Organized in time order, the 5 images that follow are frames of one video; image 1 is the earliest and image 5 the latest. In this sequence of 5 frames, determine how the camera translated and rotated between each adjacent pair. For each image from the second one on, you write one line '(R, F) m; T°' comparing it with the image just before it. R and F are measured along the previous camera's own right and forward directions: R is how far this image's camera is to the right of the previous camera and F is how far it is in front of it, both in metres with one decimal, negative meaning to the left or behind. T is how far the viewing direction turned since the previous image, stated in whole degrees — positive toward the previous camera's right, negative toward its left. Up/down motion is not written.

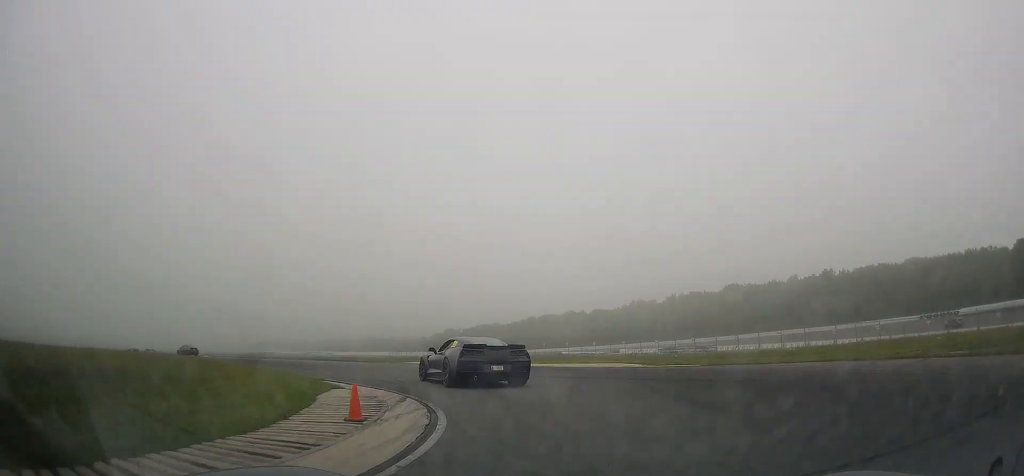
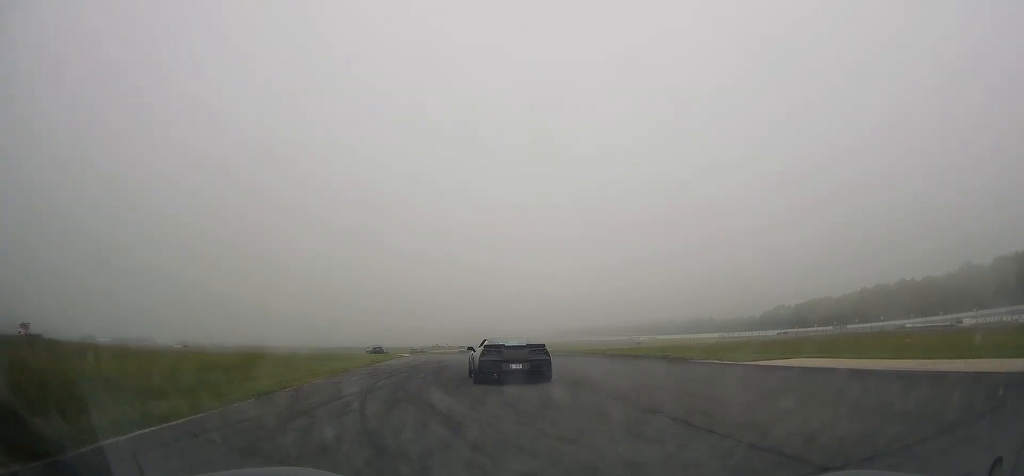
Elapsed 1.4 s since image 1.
(-7.0, +21.8) m; -29°
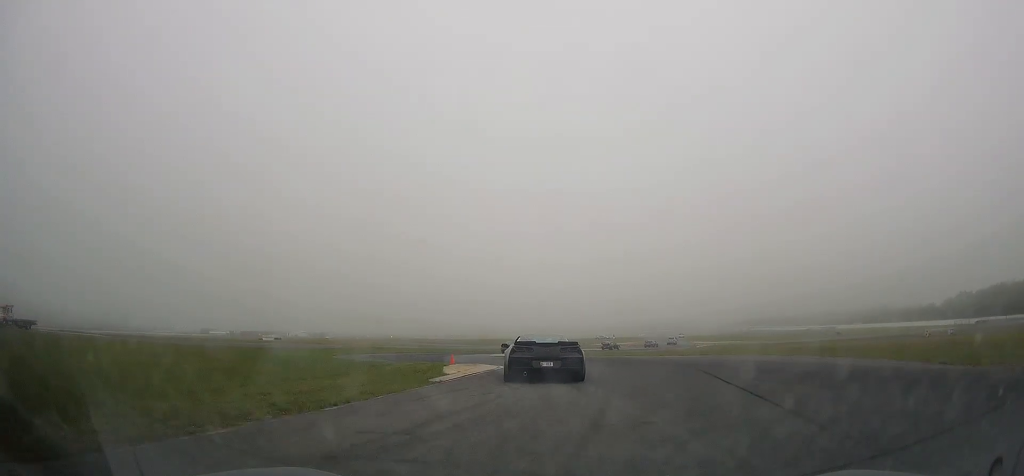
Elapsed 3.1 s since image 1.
(-6.5, +33.1) m; -18°
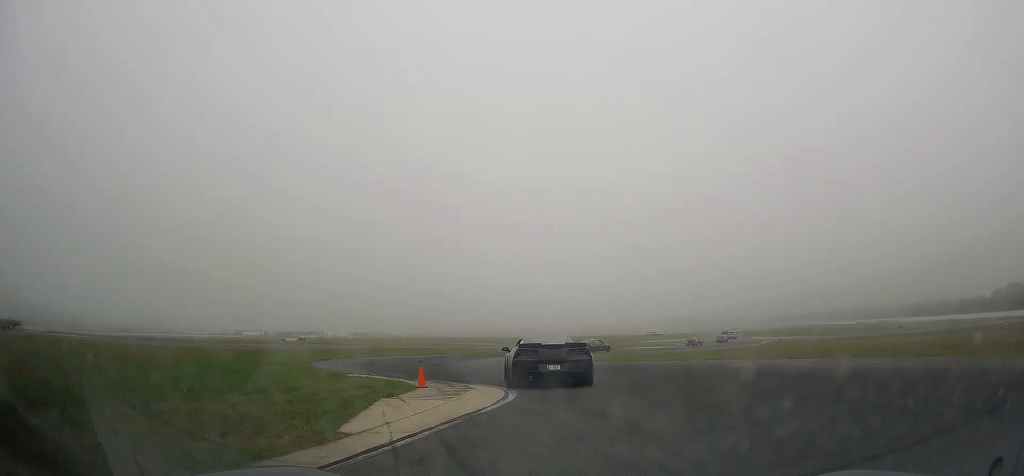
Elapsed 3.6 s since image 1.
(-0.3, +10.9) m; -4°
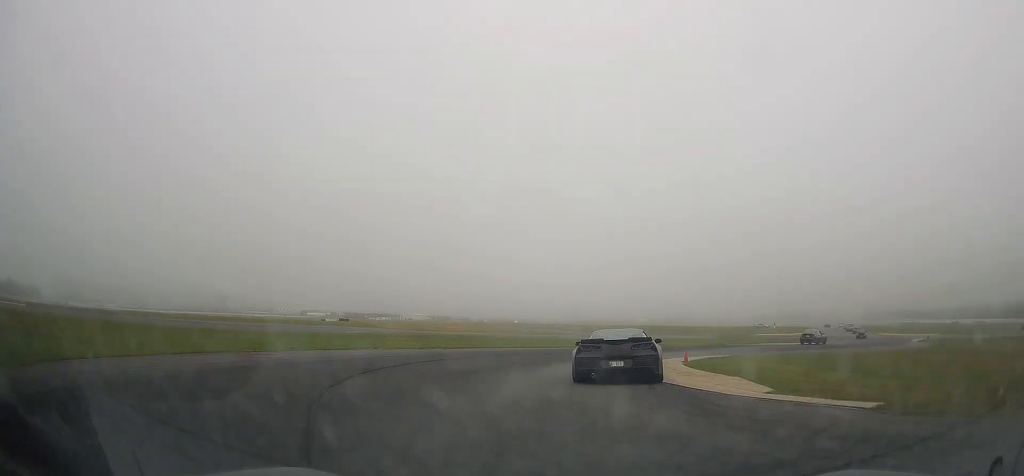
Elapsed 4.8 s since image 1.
(-1.3, +23.4) m; -3°
